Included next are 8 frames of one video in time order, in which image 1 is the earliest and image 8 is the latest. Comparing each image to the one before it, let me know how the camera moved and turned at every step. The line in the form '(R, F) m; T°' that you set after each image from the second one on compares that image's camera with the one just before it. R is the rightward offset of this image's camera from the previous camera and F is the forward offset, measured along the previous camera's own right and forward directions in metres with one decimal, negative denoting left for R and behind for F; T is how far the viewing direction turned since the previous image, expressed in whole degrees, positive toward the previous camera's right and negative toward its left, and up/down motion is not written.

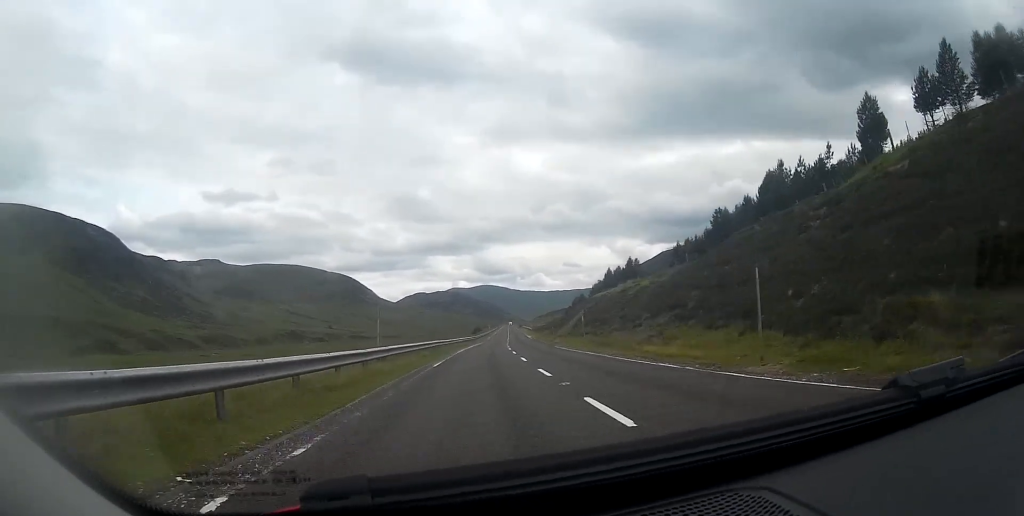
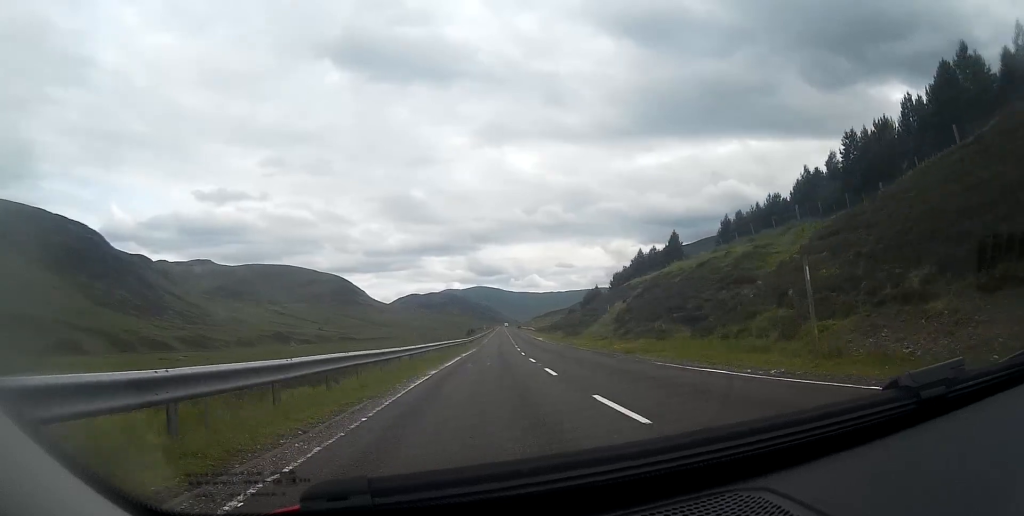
(+0.3, +27.0) m; +1°
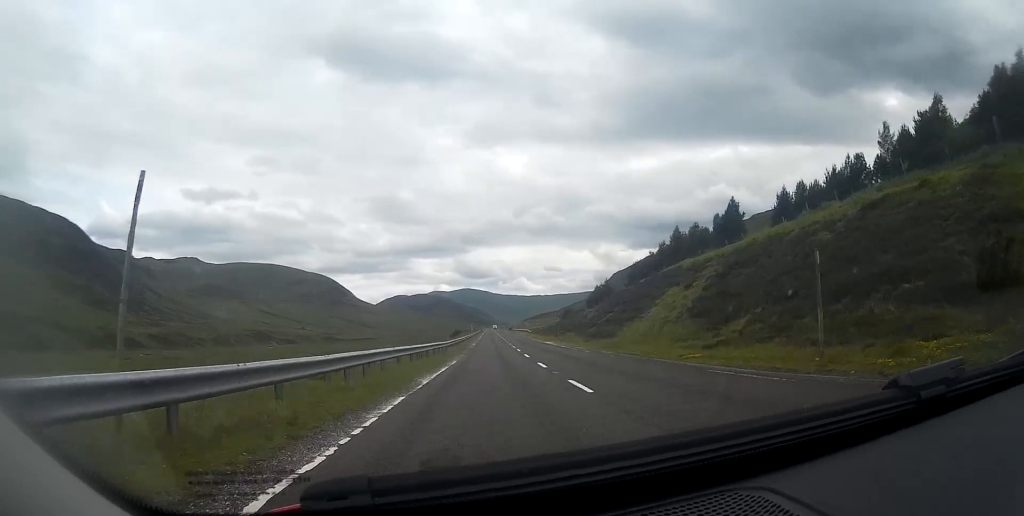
(+0.1, +22.2) m; +1°
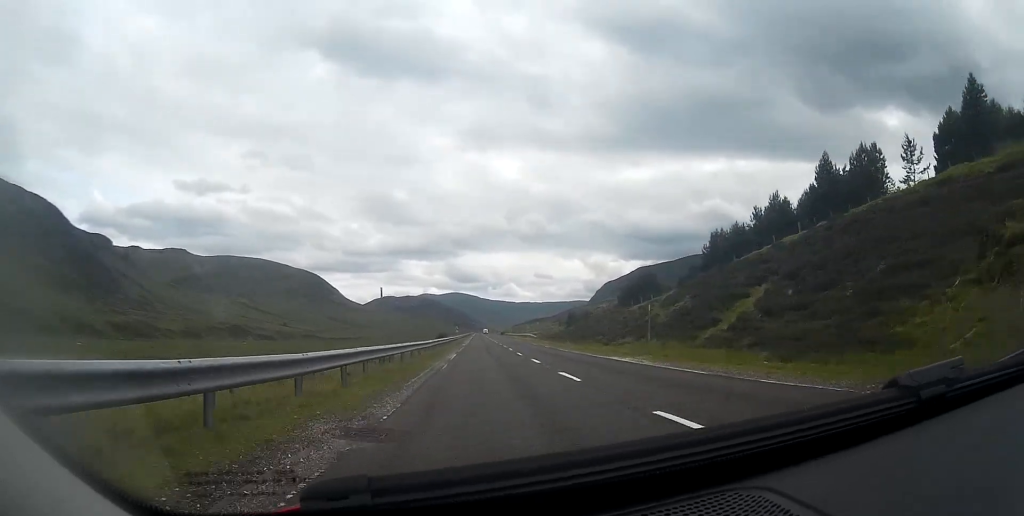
(+0.5, +33.7) m; +1°
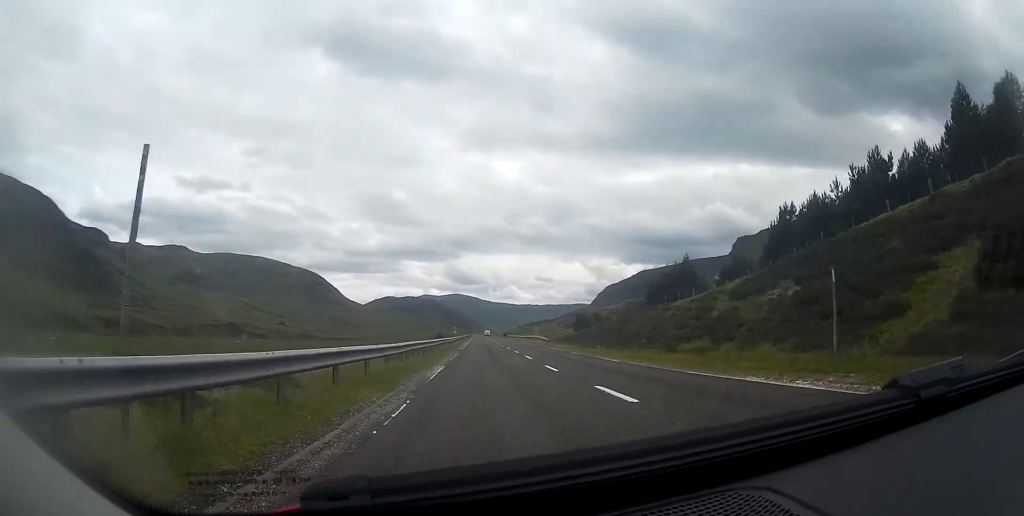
(+0.1, +13.7) m; 0°
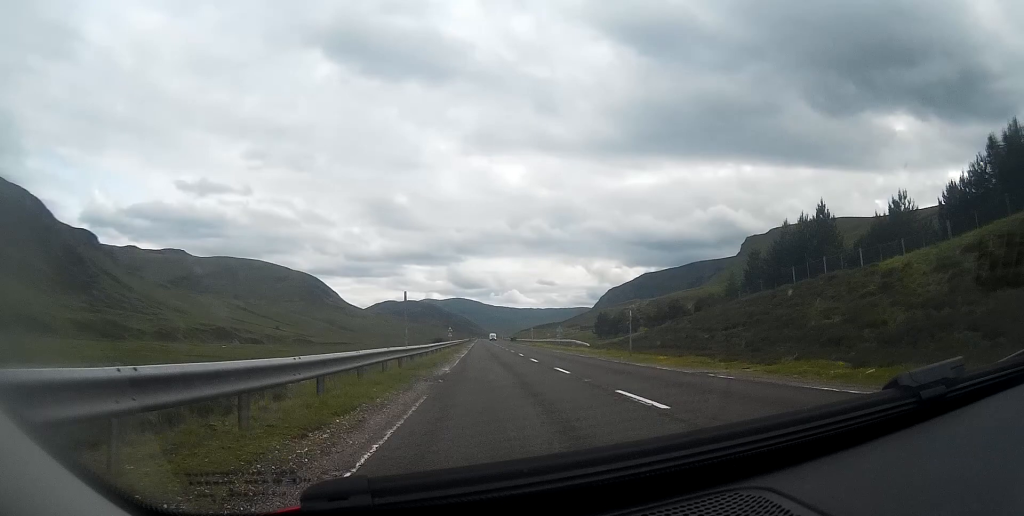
(0.0, +27.8) m; 0°
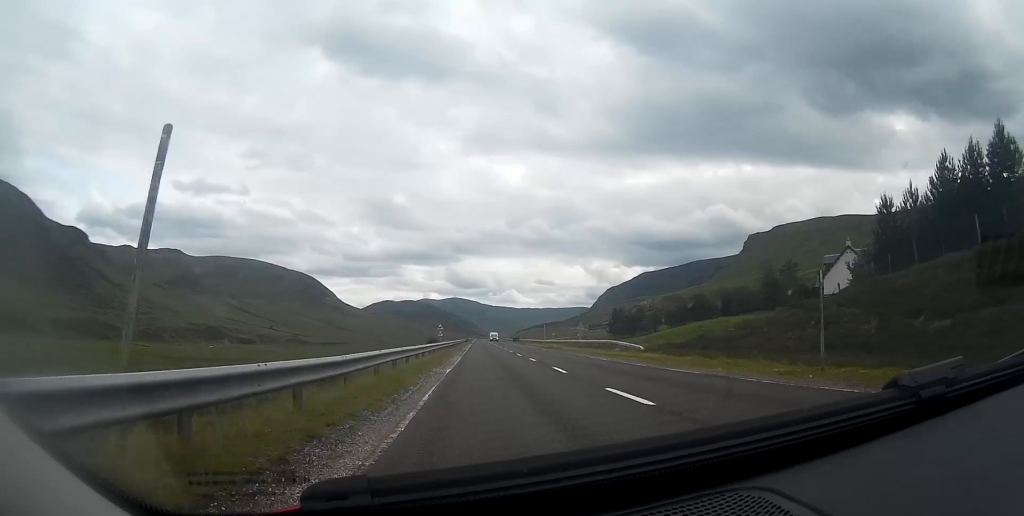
(0.0, +17.6) m; 0°
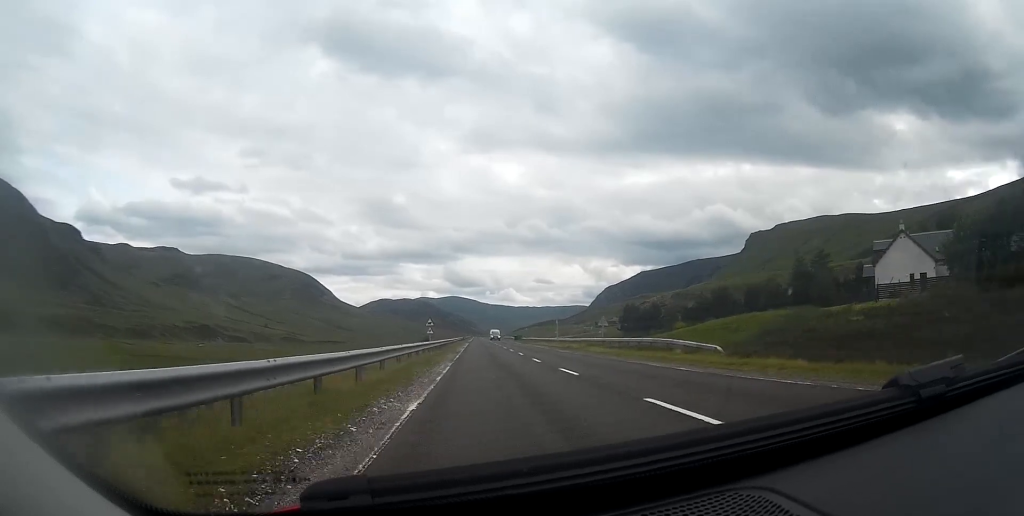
(0.0, +11.7) m; 0°
